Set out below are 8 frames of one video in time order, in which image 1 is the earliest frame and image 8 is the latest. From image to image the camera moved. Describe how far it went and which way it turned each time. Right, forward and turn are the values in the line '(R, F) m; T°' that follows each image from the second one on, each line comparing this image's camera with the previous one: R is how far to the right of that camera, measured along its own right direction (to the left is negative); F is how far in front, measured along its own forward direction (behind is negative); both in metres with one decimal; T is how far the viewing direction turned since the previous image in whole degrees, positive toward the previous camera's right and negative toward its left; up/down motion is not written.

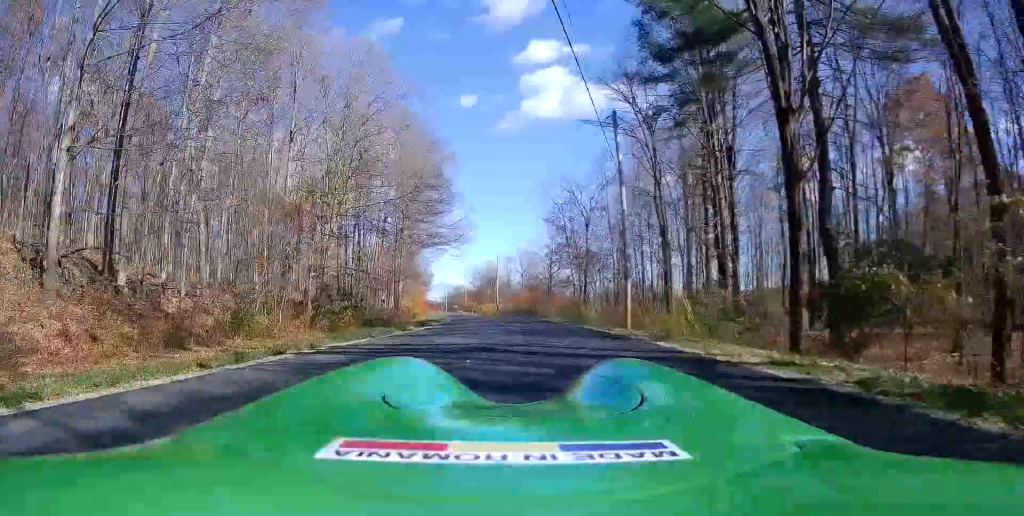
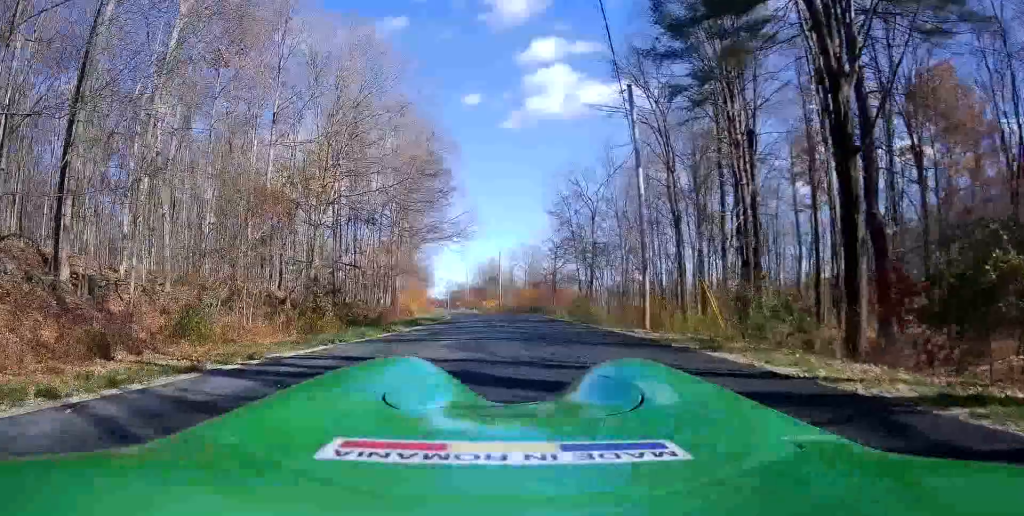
(0.0, +4.9) m; -1°
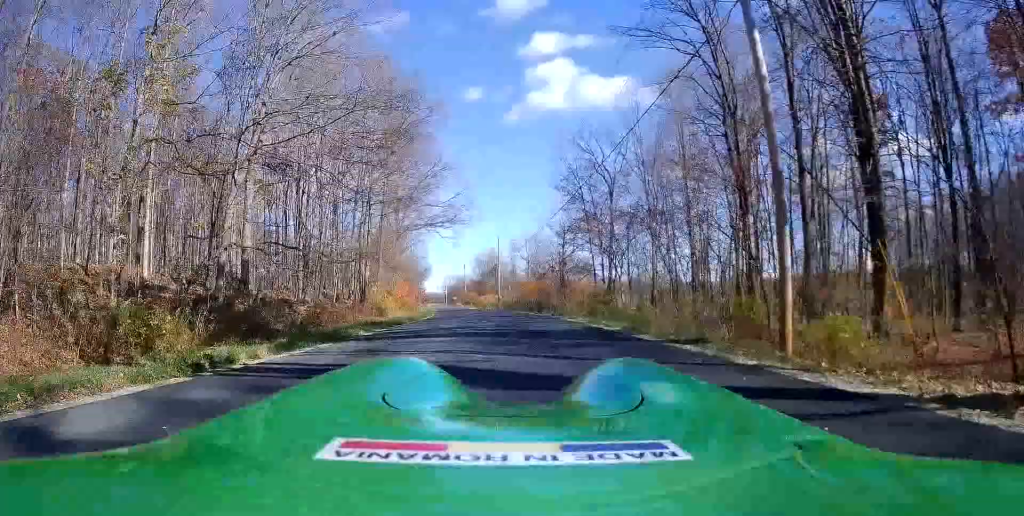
(-0.4, +12.6) m; -3°
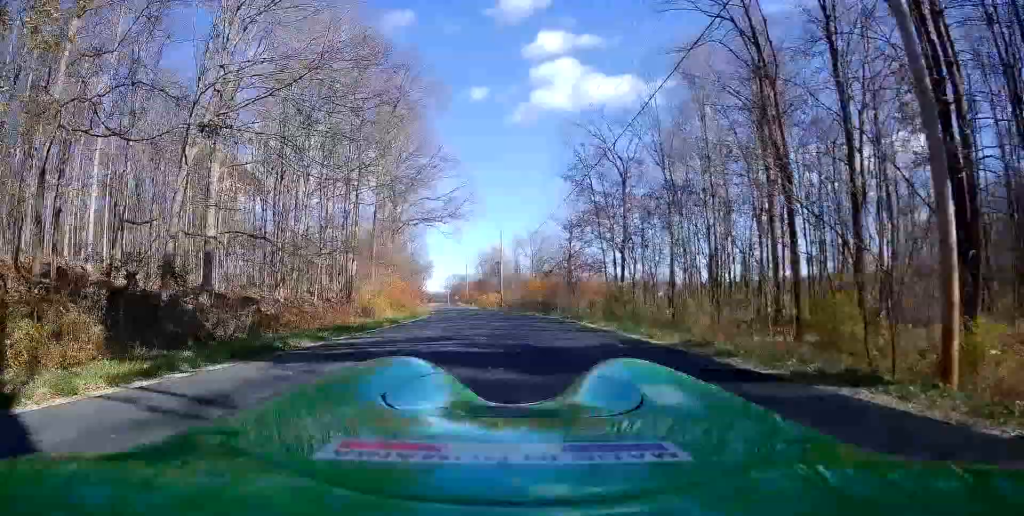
(-0.1, +4.9) m; -1°
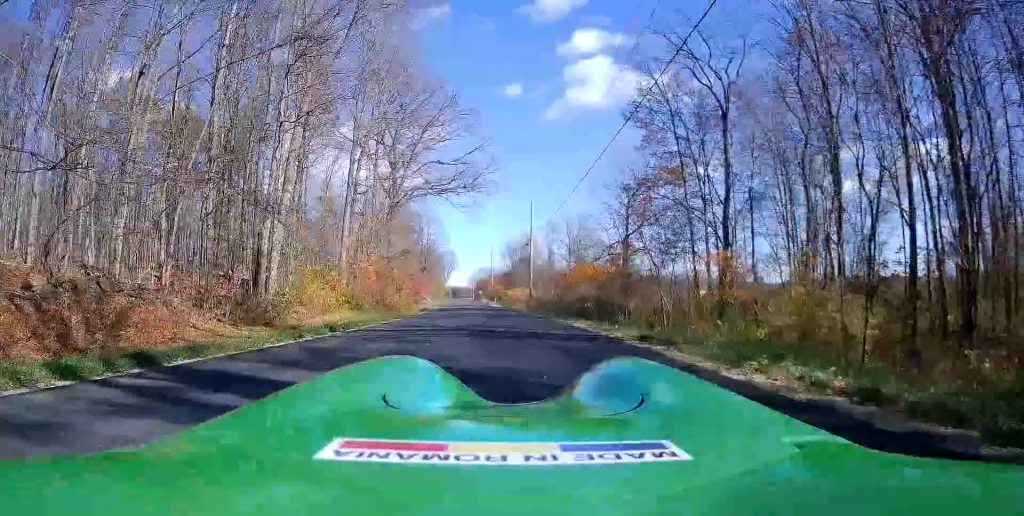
(-0.1, +19.4) m; +2°
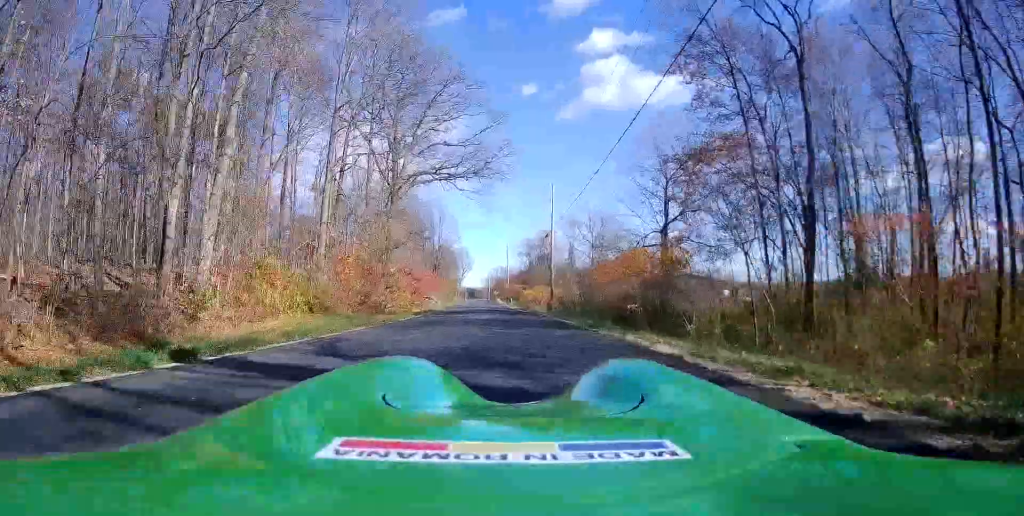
(+0.3, +9.0) m; +3°
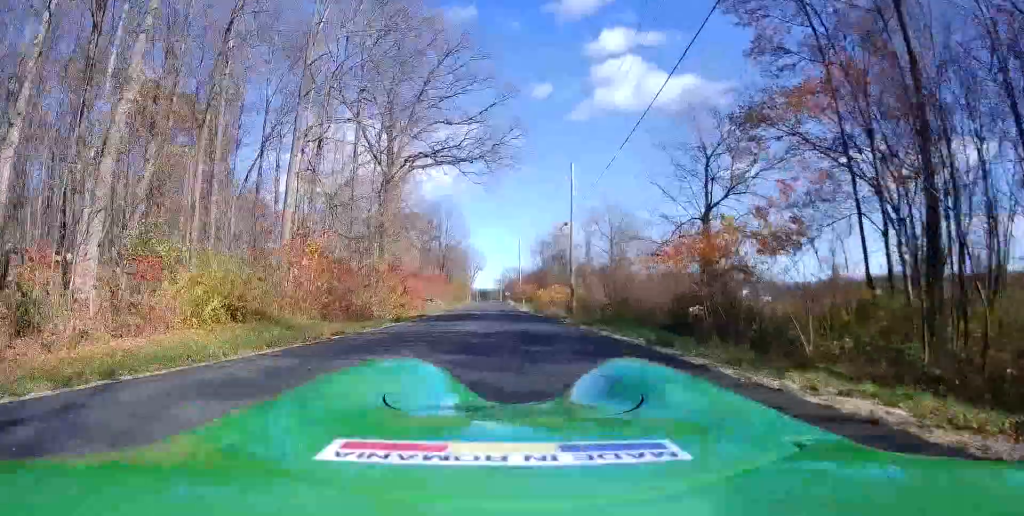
(+0.2, +8.2) m; 0°
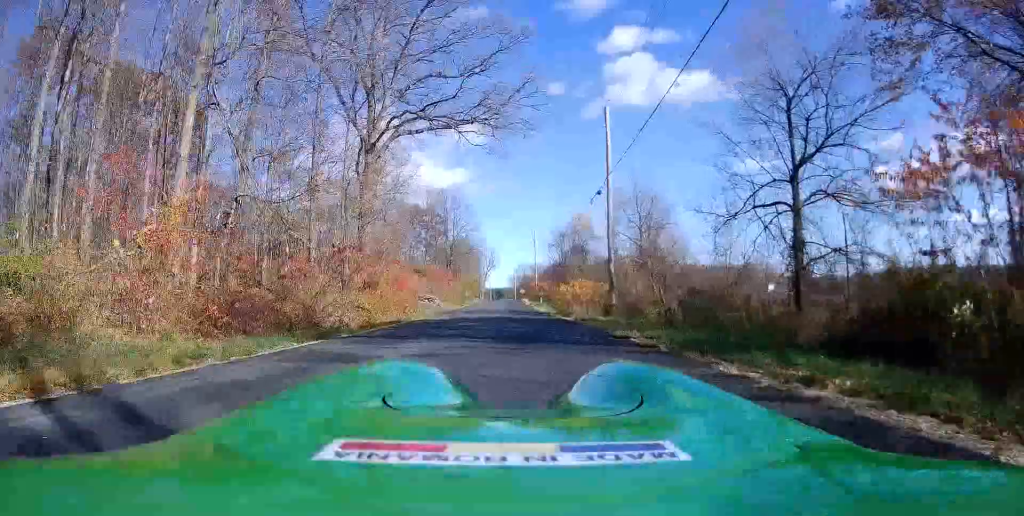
(-0.2, +10.0) m; -4°
